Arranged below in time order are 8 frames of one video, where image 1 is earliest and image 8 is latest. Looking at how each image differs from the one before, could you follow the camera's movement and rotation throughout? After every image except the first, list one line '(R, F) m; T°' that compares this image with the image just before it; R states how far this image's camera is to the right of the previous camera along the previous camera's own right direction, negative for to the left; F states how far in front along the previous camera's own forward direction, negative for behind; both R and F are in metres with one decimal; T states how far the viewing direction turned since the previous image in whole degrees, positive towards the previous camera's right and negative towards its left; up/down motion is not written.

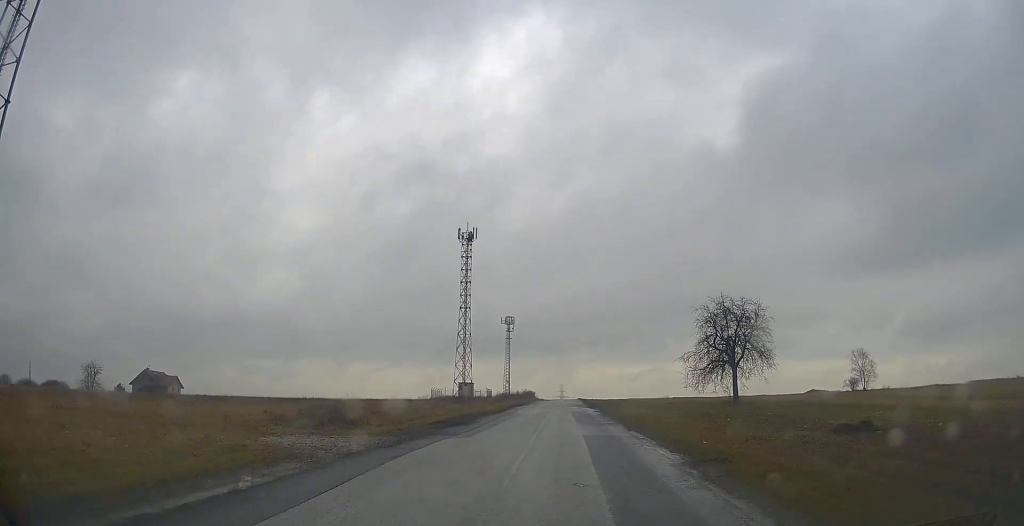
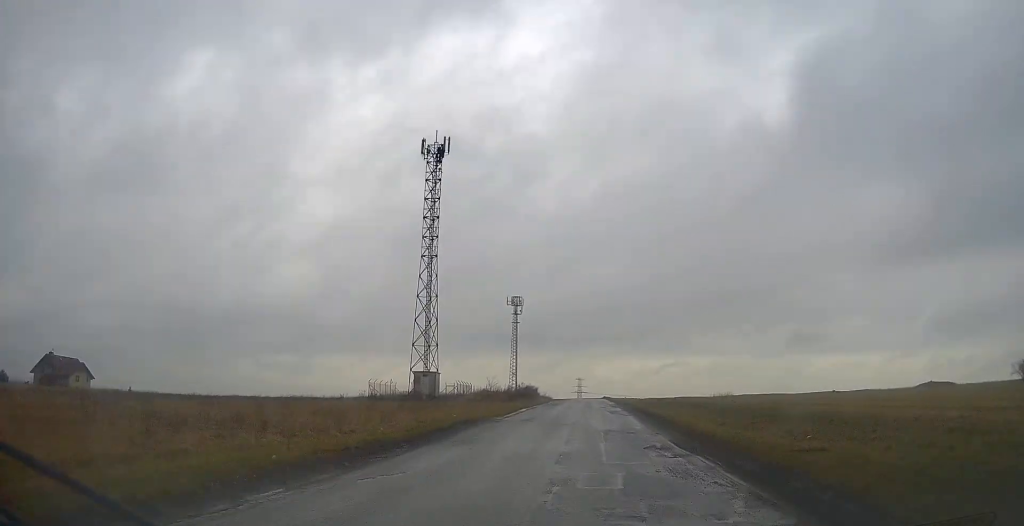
(-0.1, +46.0) m; -1°
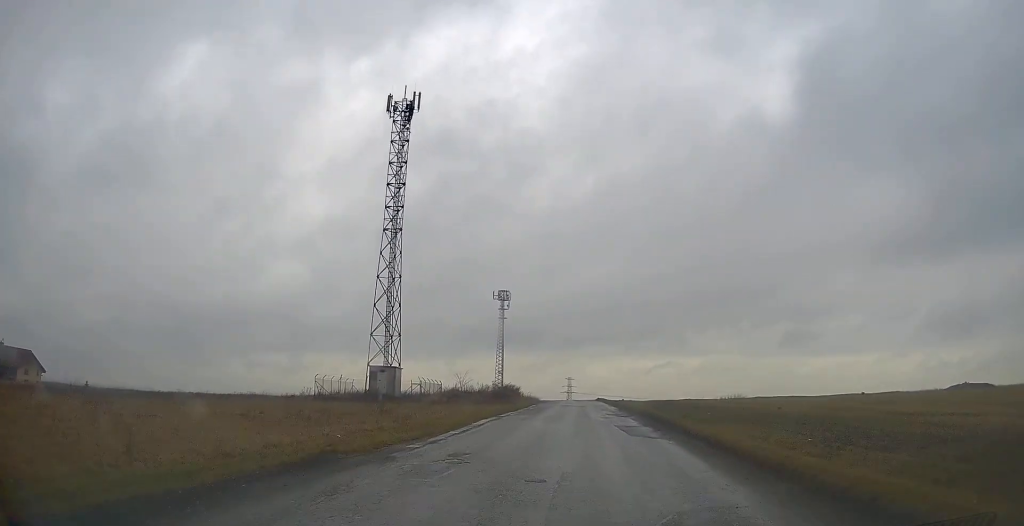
(0.0, +13.4) m; 0°
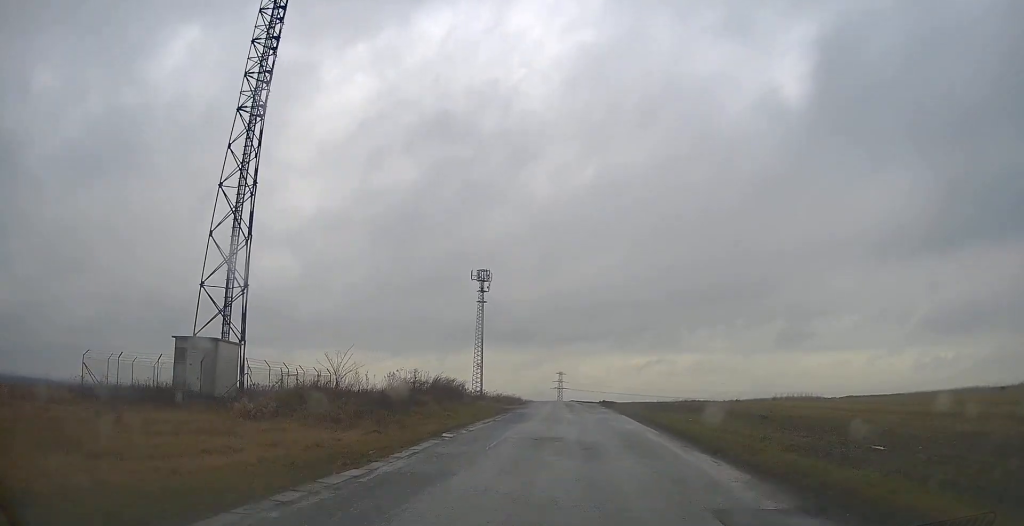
(+0.1, +31.6) m; 0°
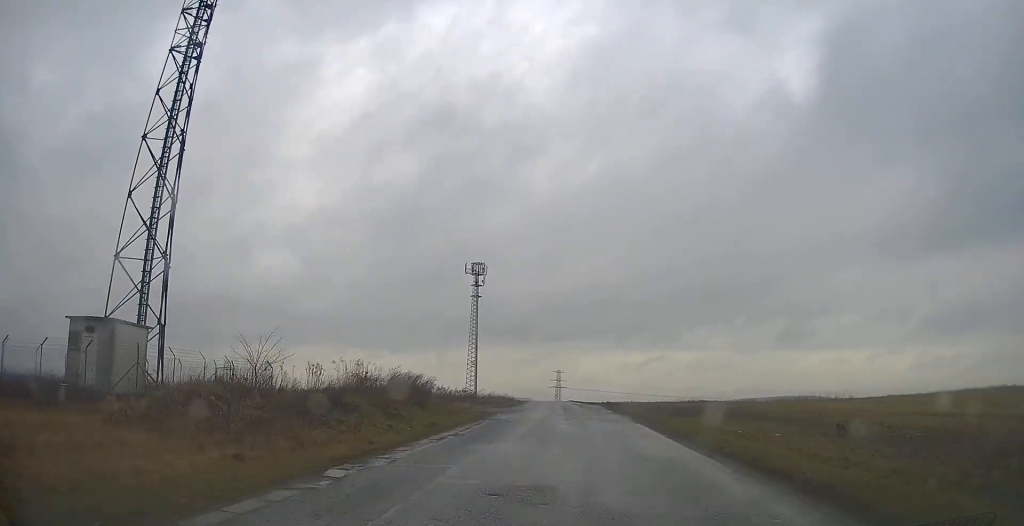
(0.0, +8.2) m; 0°
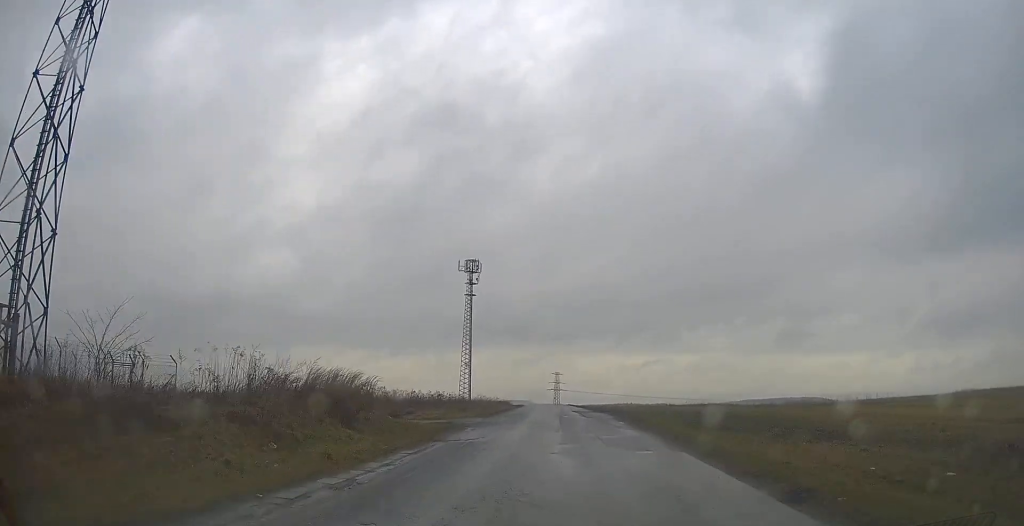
(0.0, +8.8) m; 0°
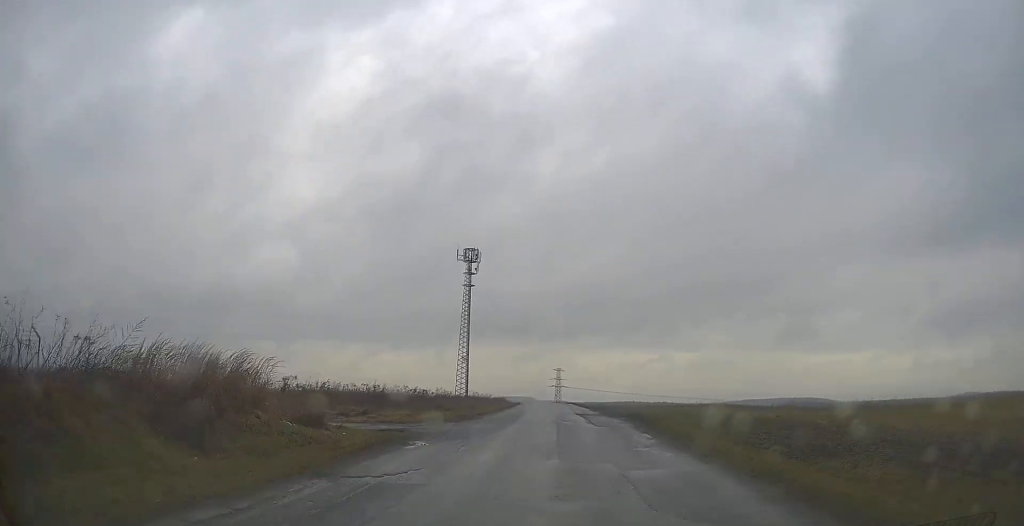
(0.0, +8.1) m; 0°
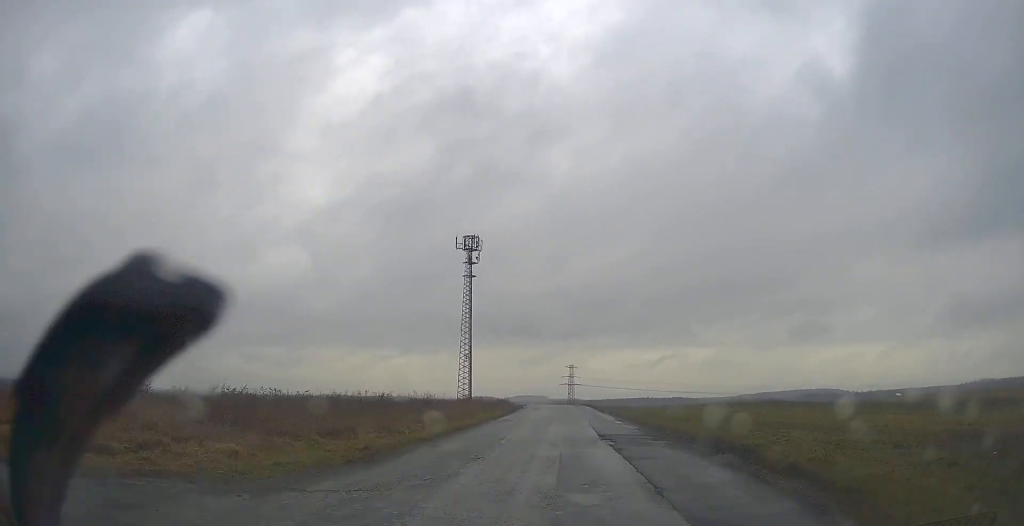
(+0.1, +15.3) m; 0°
